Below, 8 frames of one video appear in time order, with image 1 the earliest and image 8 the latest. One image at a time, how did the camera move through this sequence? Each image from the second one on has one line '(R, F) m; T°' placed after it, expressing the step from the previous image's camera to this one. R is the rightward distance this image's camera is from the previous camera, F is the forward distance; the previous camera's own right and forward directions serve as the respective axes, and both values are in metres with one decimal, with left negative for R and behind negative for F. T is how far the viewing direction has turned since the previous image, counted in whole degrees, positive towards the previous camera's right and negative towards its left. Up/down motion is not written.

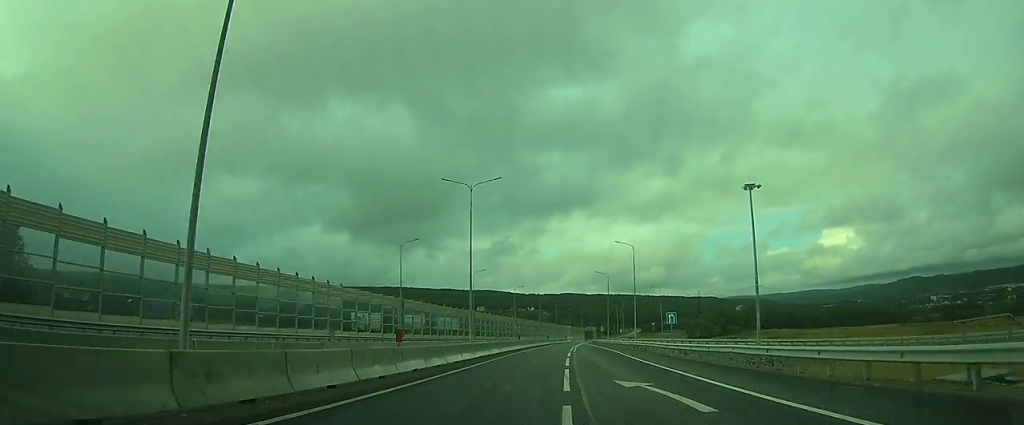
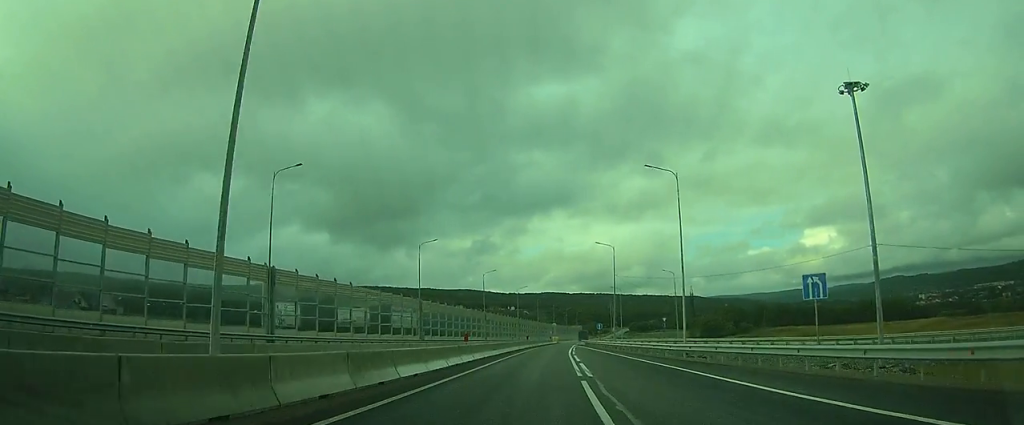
(0.0, +30.0) m; 0°
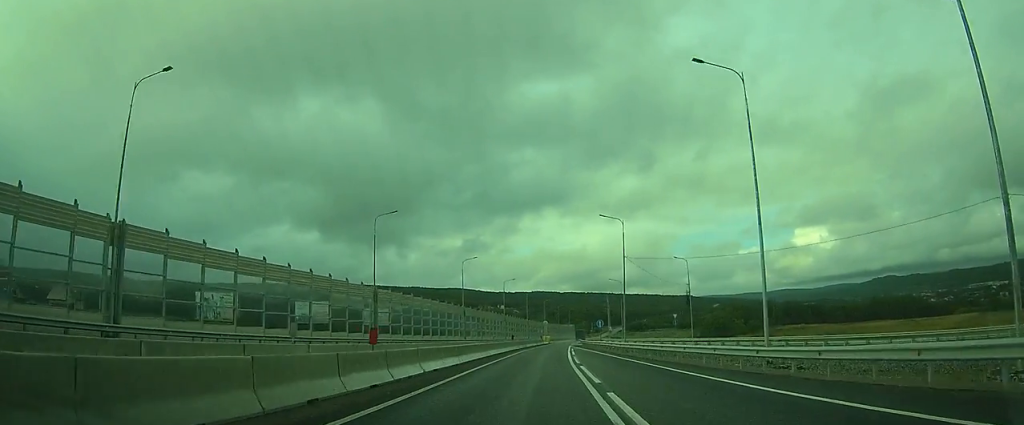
(0.0, +14.8) m; 0°
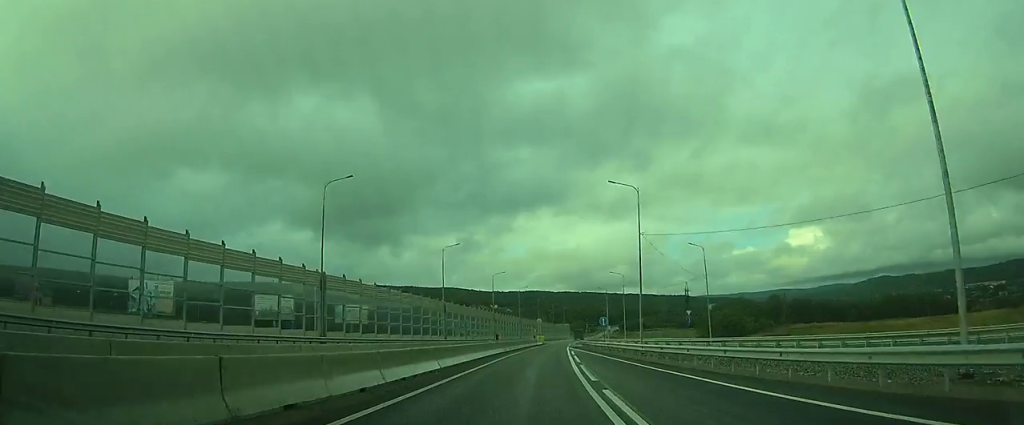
(0.0, +11.4) m; 0°
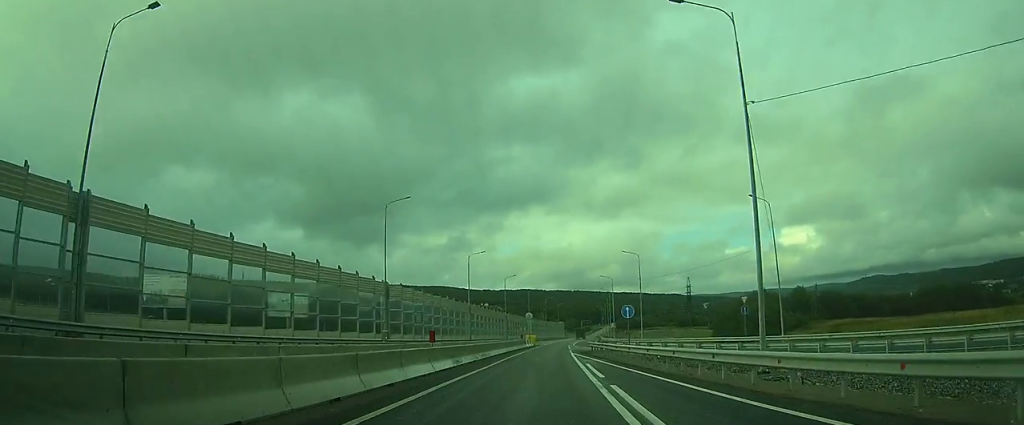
(0.0, +23.2) m; 0°
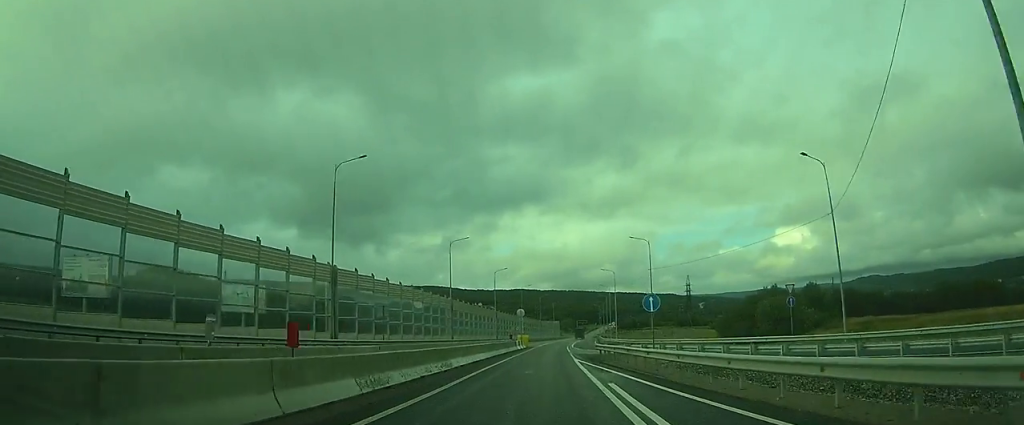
(0.0, +11.1) m; 0°
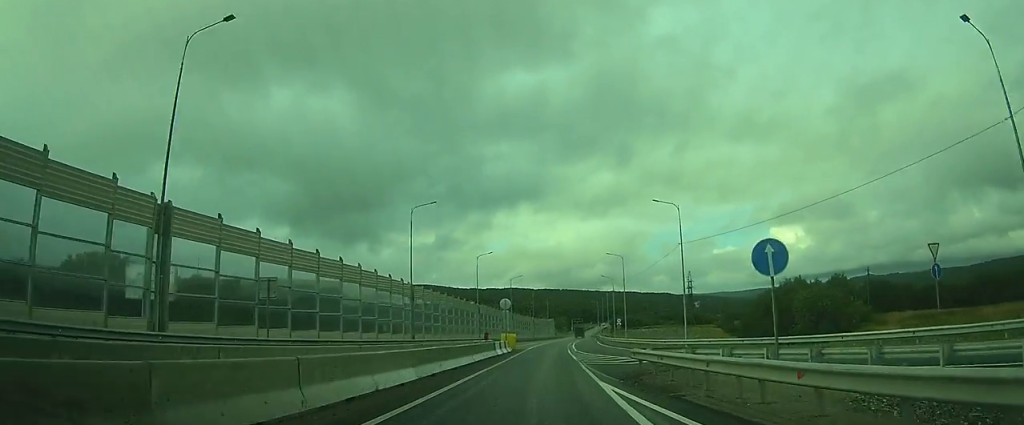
(0.0, +17.5) m; 0°
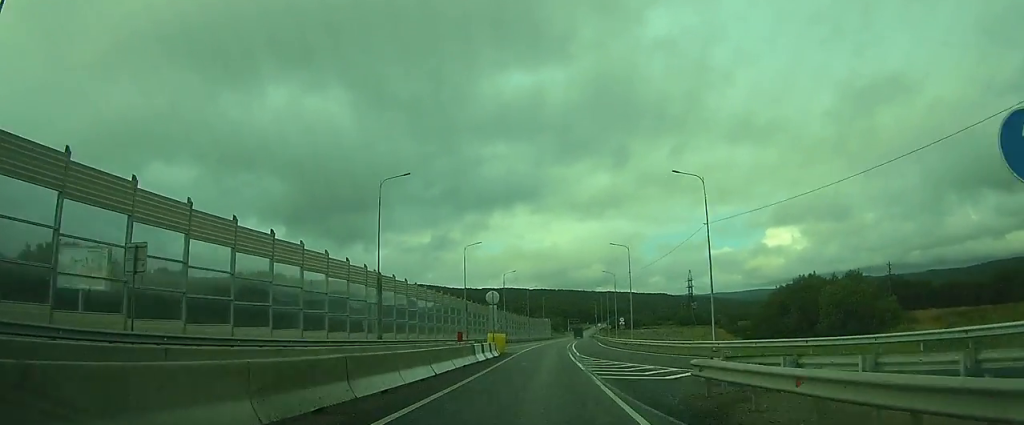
(0.0, +8.9) m; 0°
